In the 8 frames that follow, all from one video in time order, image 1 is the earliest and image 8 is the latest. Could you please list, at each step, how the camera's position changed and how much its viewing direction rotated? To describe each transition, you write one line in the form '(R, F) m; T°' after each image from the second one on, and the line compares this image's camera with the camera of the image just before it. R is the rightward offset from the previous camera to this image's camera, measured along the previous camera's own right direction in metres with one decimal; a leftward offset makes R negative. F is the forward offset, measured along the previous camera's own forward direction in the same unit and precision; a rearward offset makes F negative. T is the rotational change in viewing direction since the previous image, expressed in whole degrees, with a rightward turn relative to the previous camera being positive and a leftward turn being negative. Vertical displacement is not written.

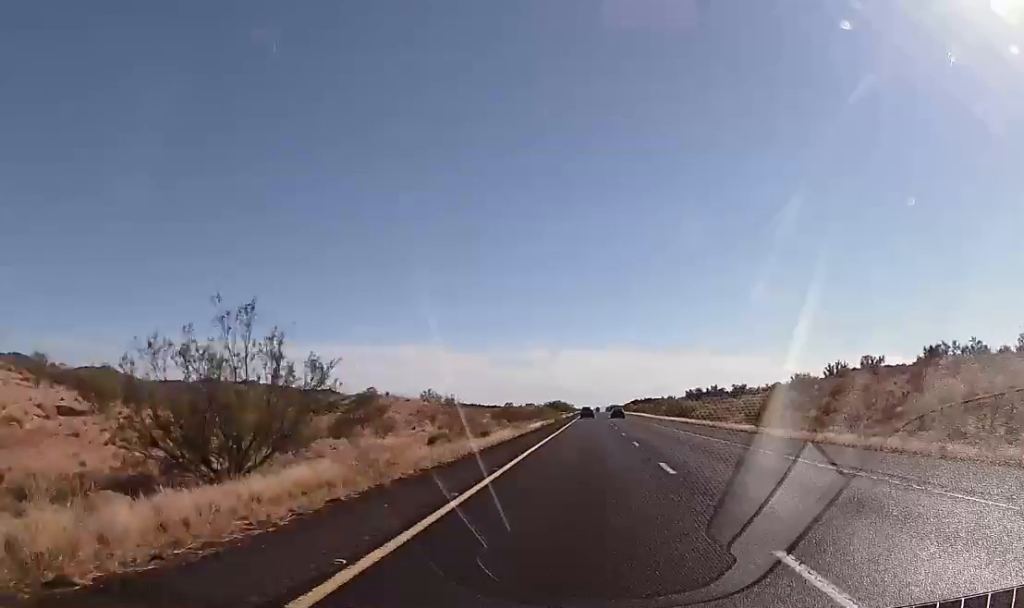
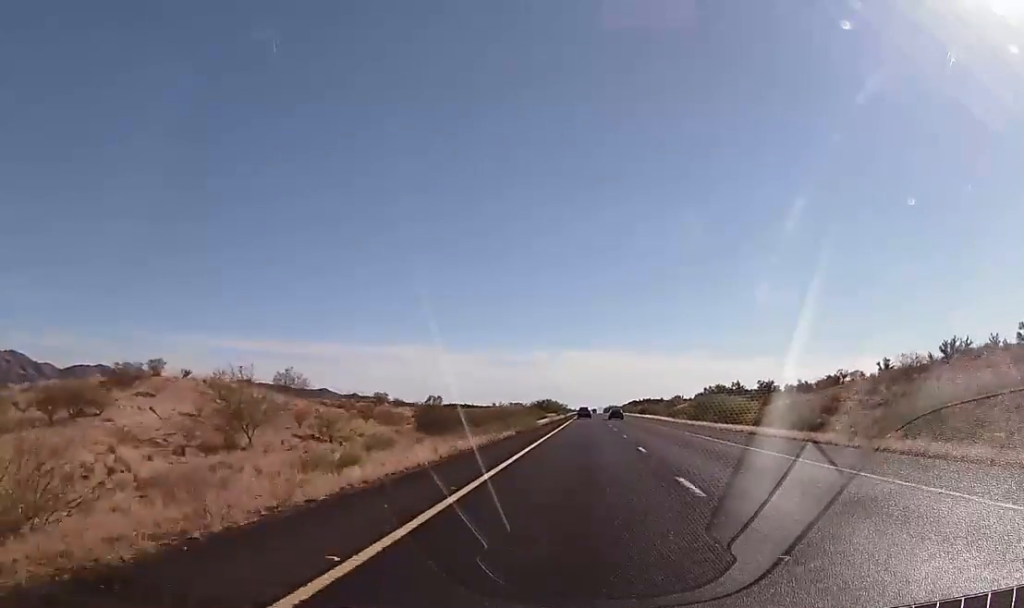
(-0.3, +41.4) m; -1°
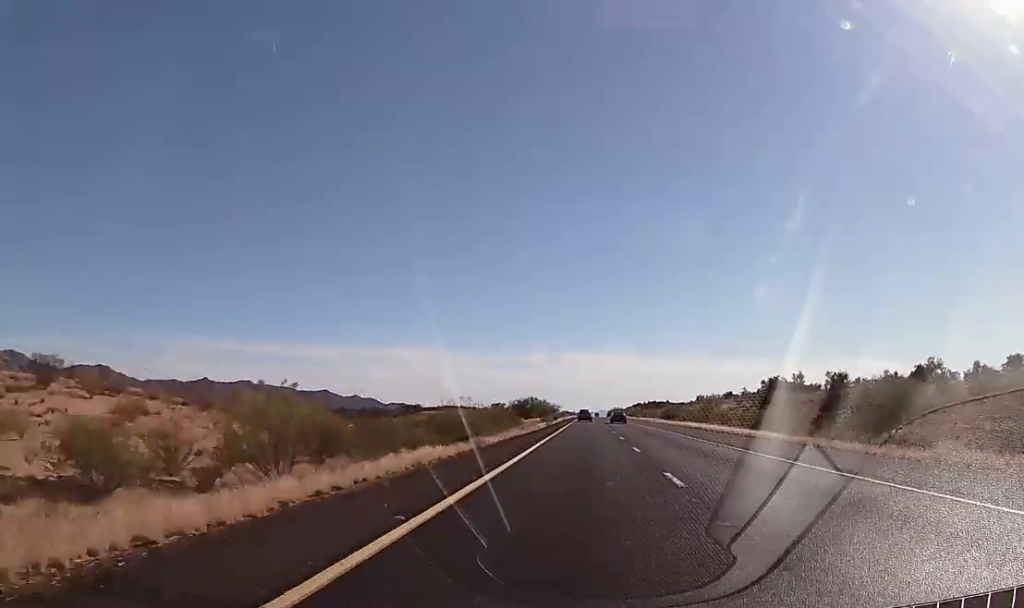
(-0.2, +59.0) m; 0°
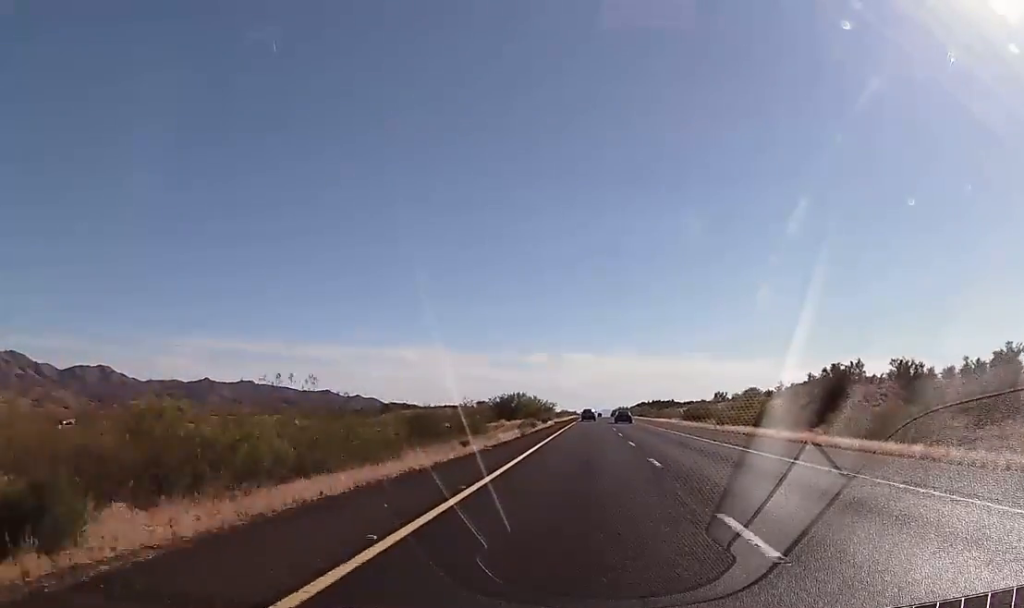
(0.0, +31.4) m; 0°
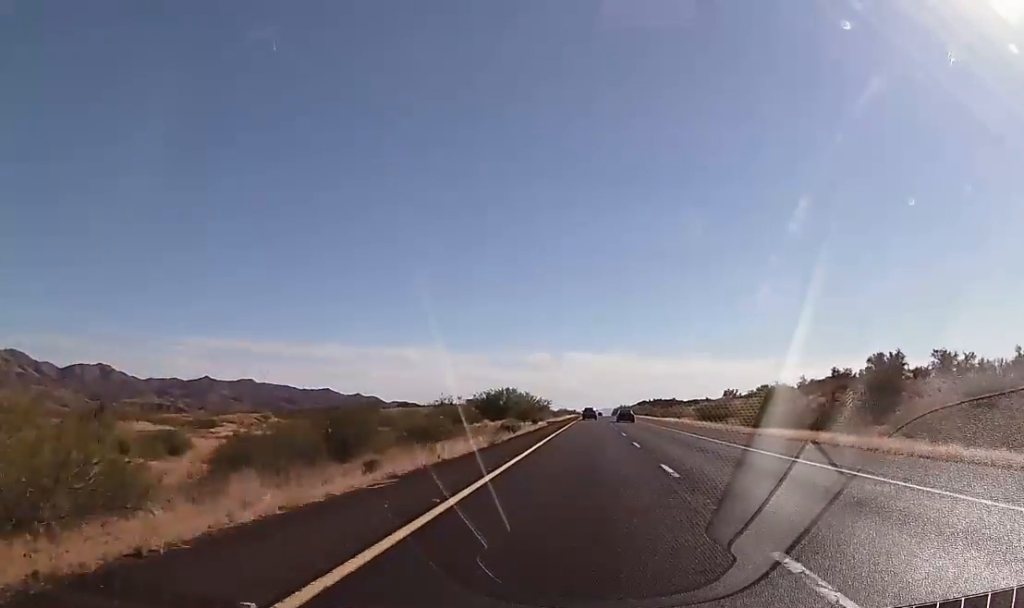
(+0.2, +15.0) m; 0°
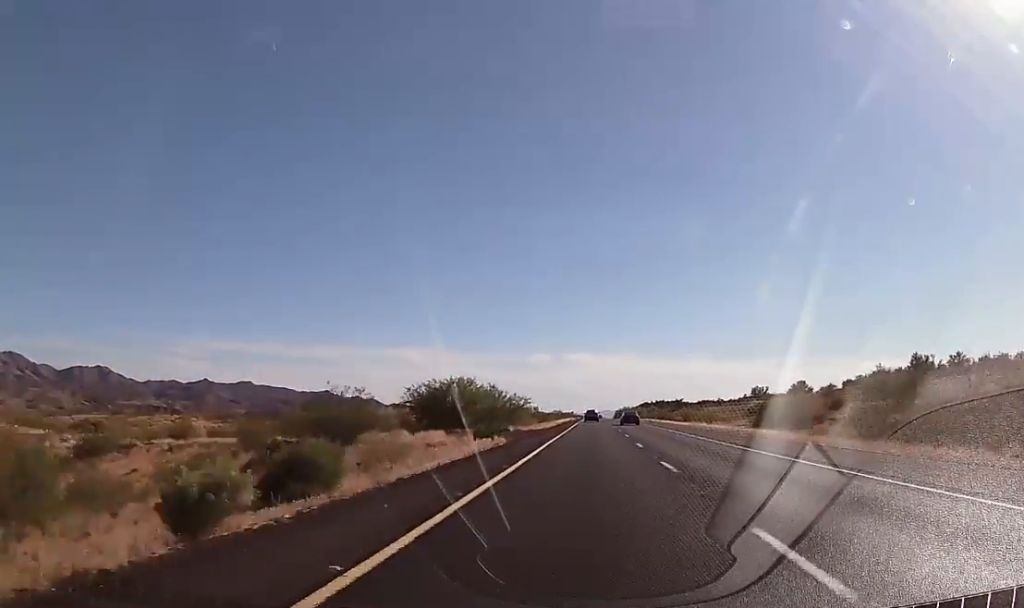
(0.0, +35.0) m; 0°
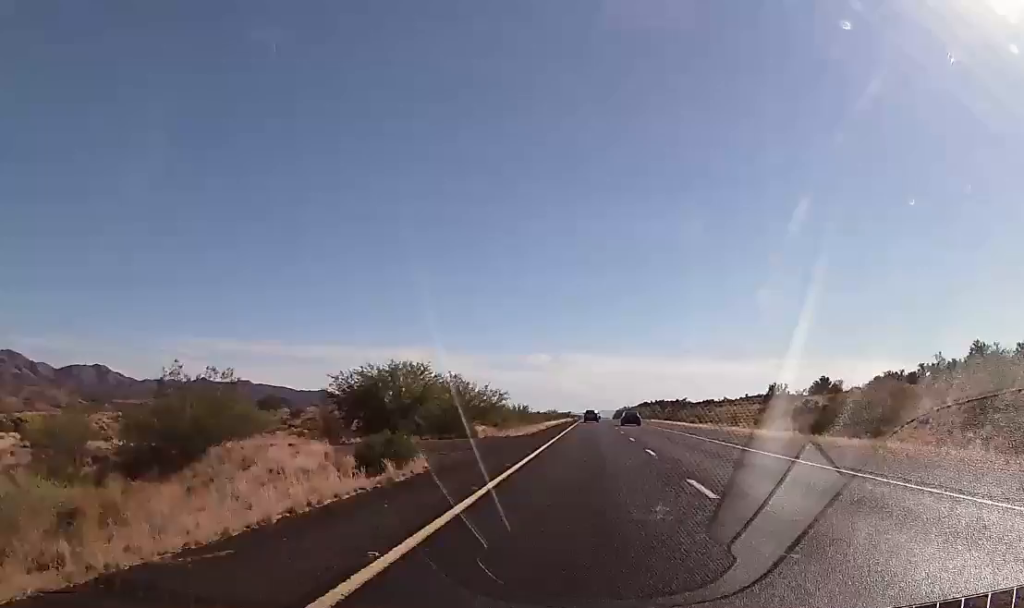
(-0.1, +17.5) m; 0°
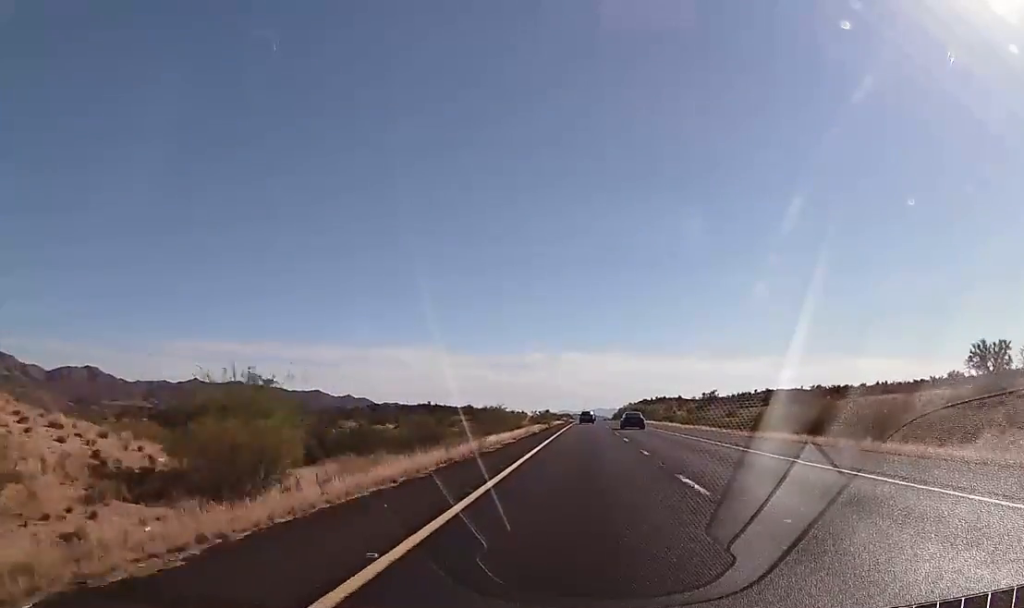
(+0.1, +84.1) m; +1°
